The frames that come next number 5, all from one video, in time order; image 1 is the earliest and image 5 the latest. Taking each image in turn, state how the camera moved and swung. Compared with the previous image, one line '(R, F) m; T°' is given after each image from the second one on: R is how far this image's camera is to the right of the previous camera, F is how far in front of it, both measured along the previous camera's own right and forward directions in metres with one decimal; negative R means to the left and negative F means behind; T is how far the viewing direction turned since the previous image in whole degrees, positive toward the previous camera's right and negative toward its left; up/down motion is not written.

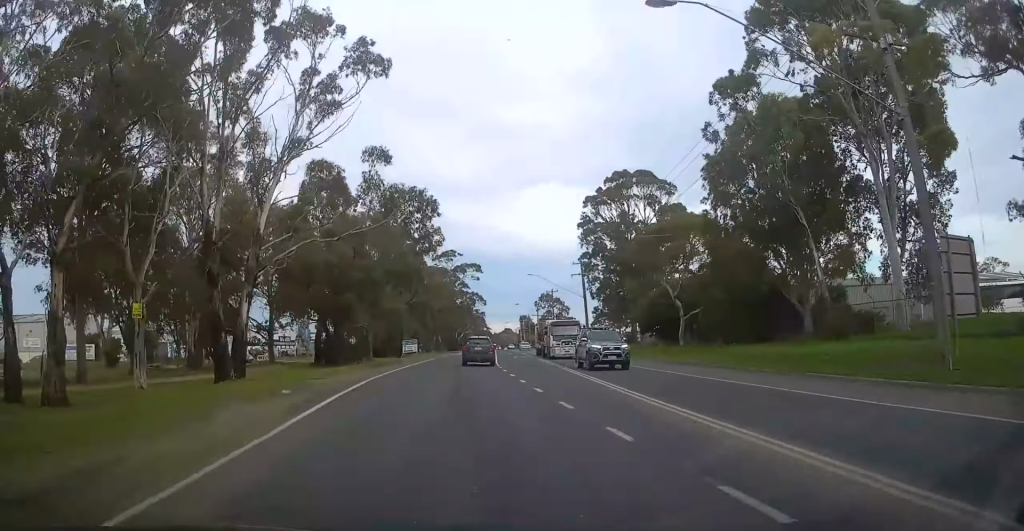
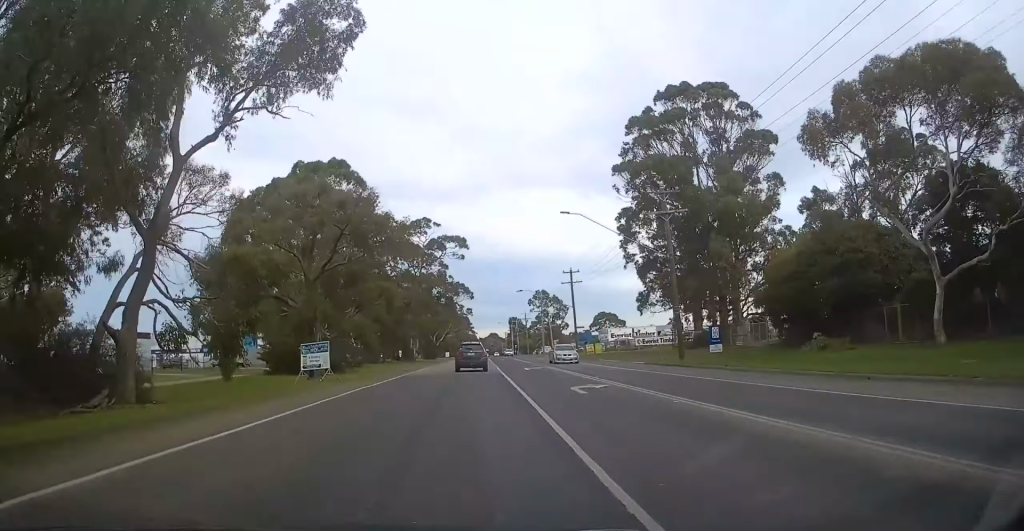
(+1.1, +36.9) m; +4°
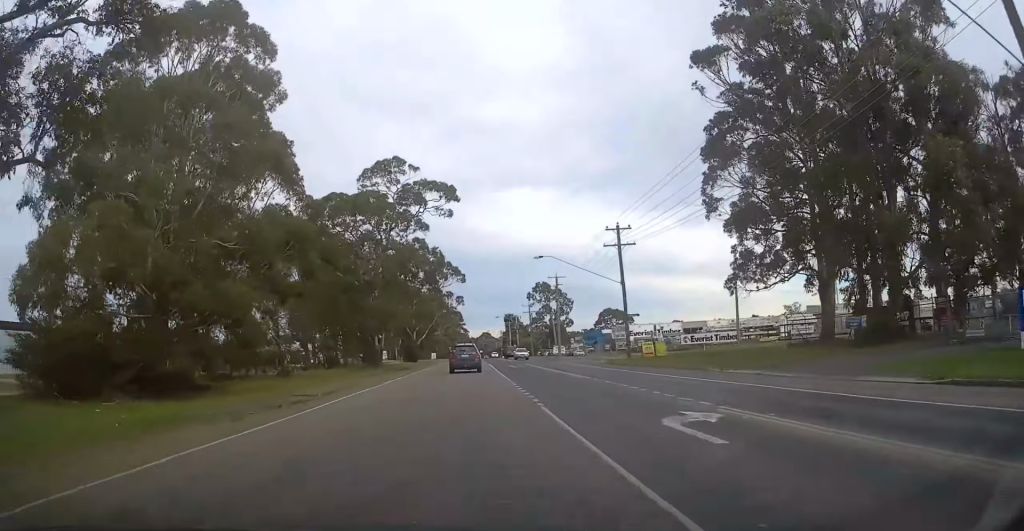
(+0.1, +28.5) m; 0°
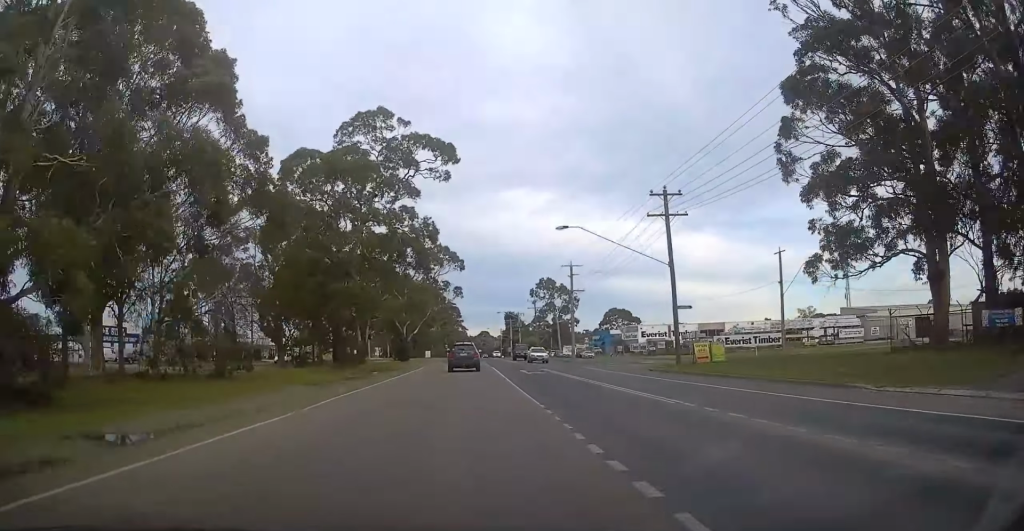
(+0.1, +12.2) m; -1°
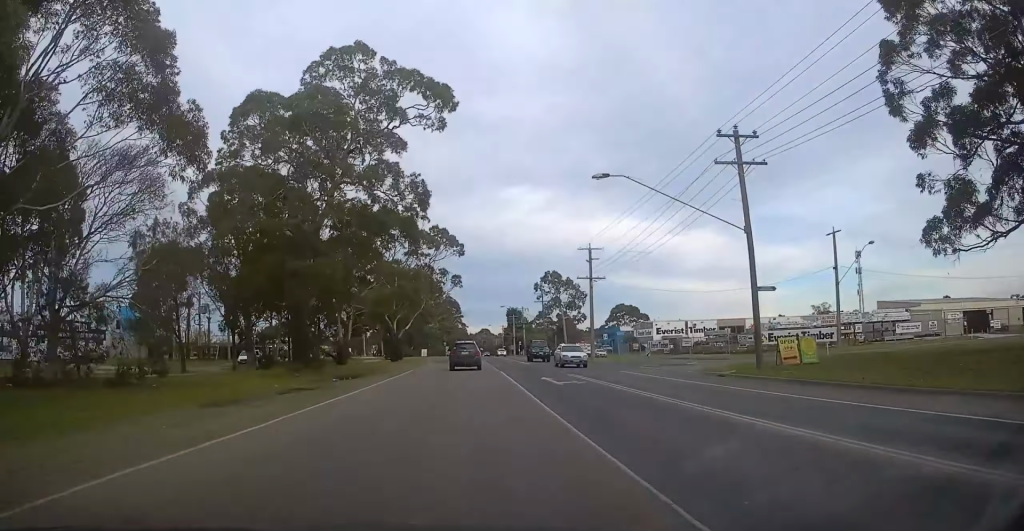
(-0.3, +11.1) m; 0°
